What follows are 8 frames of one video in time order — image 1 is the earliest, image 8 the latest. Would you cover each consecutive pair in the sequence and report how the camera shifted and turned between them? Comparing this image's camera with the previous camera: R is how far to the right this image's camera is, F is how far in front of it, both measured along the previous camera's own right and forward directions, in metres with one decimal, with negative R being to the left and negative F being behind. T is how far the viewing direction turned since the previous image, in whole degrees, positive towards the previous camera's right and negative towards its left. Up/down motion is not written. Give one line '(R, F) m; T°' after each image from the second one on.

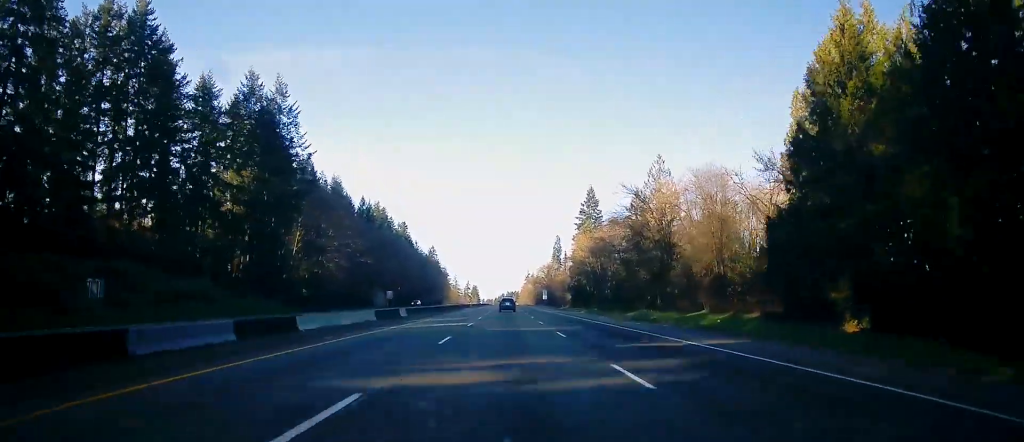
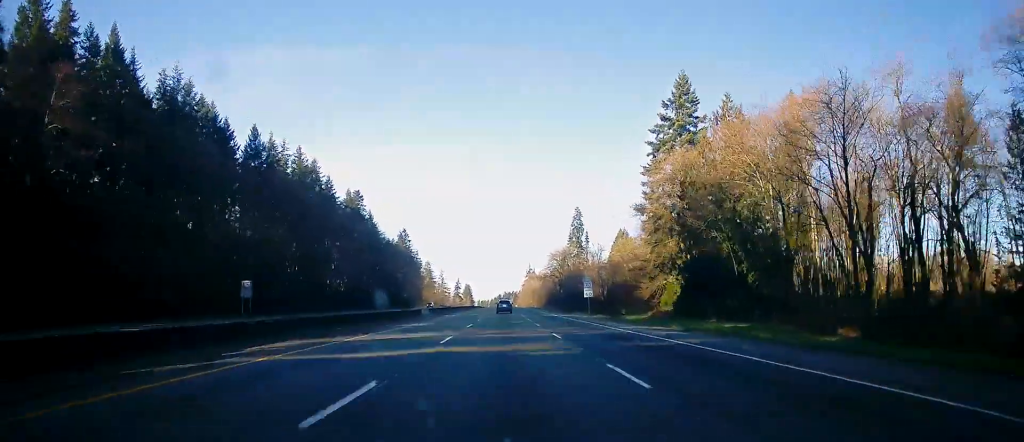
(+0.4, +96.3) m; +1°
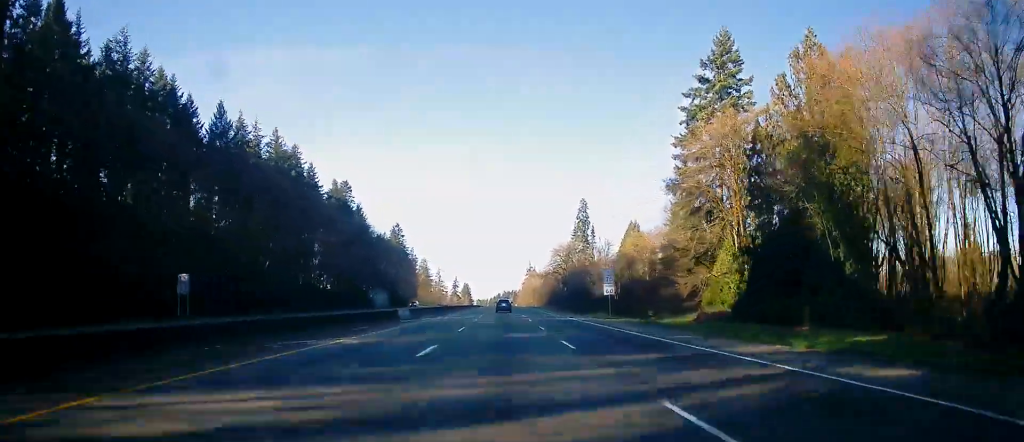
(0.0, +16.6) m; 0°
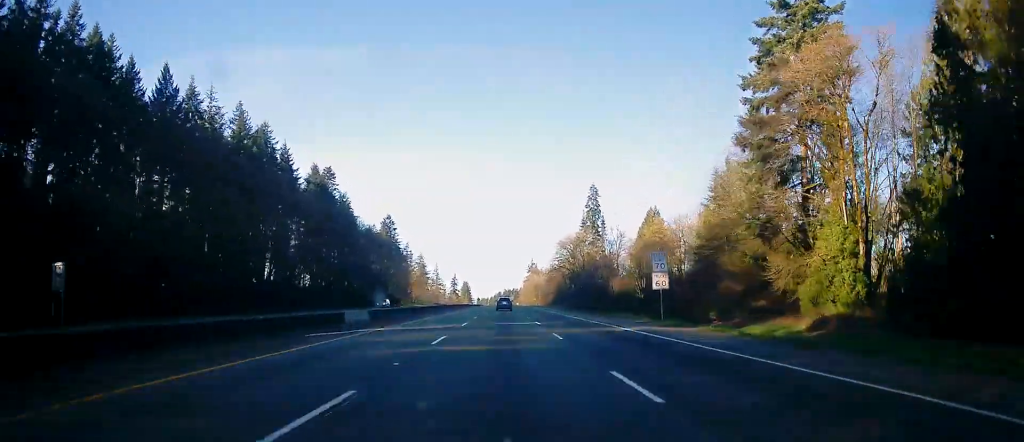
(+0.1, +21.0) m; 0°
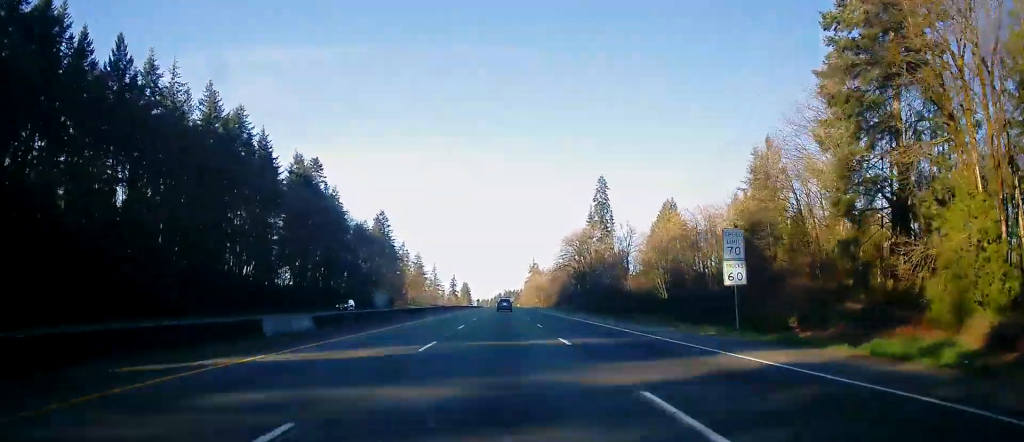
(+0.1, +14.3) m; 0°
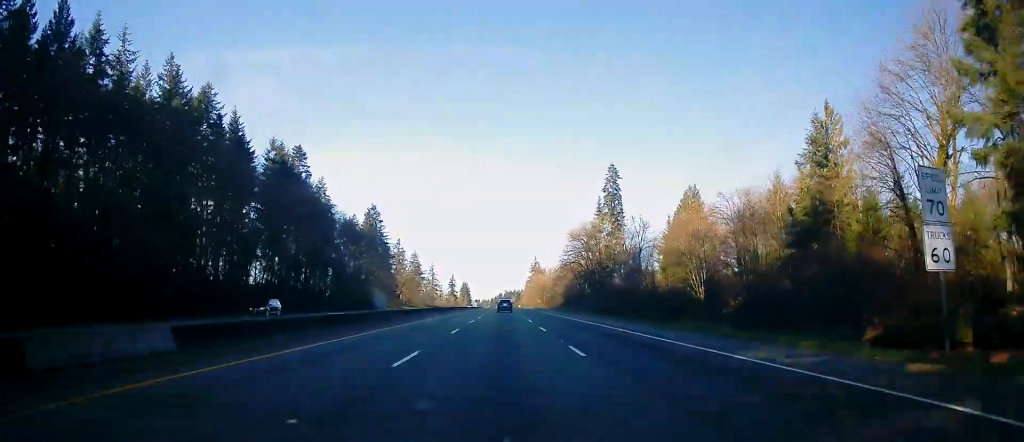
(-0.1, +15.4) m; 0°
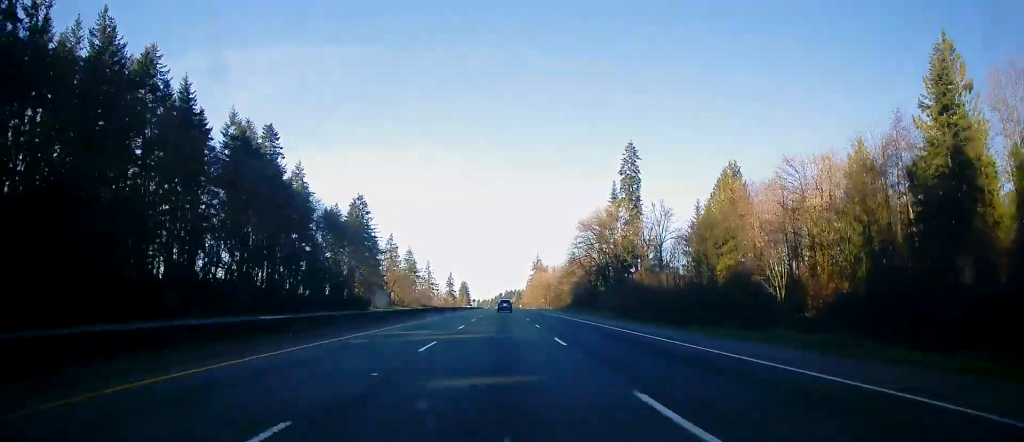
(-0.3, +20.9) m; 0°
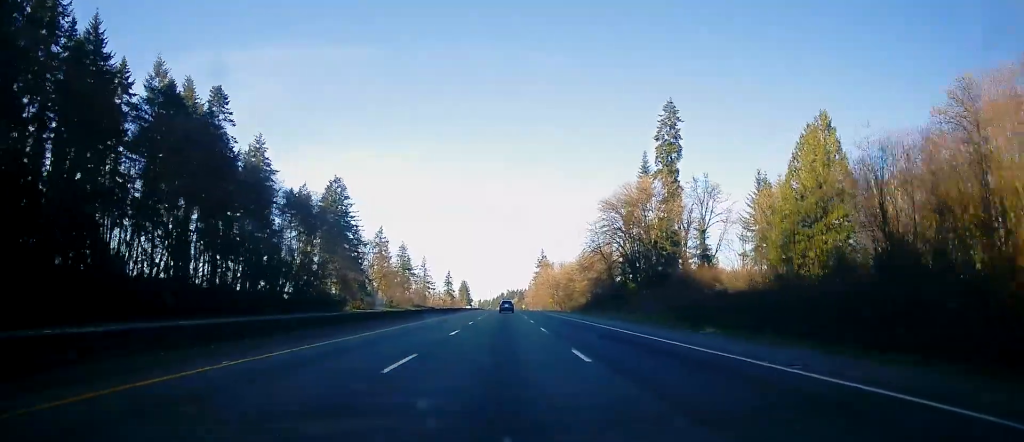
(+0.3, +28.7) m; +1°
